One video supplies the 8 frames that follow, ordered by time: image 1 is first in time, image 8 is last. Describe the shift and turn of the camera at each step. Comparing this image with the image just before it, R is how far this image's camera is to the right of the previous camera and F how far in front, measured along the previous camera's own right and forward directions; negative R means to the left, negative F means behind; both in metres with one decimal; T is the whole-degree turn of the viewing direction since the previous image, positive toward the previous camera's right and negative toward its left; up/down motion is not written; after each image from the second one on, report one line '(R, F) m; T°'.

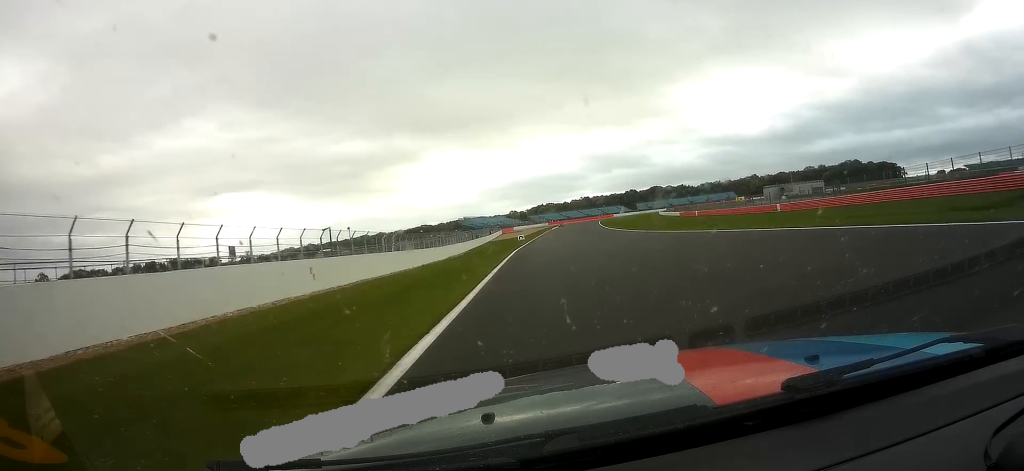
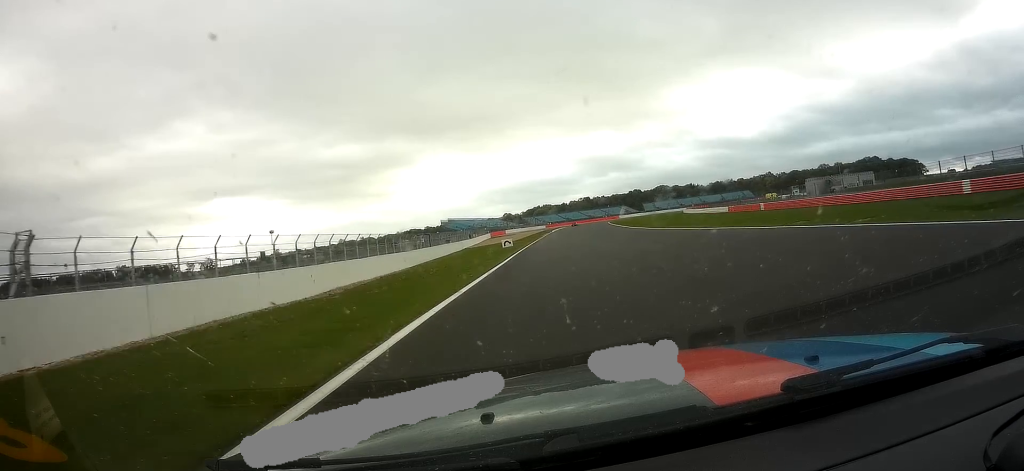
(+0.1, +39.9) m; +1°
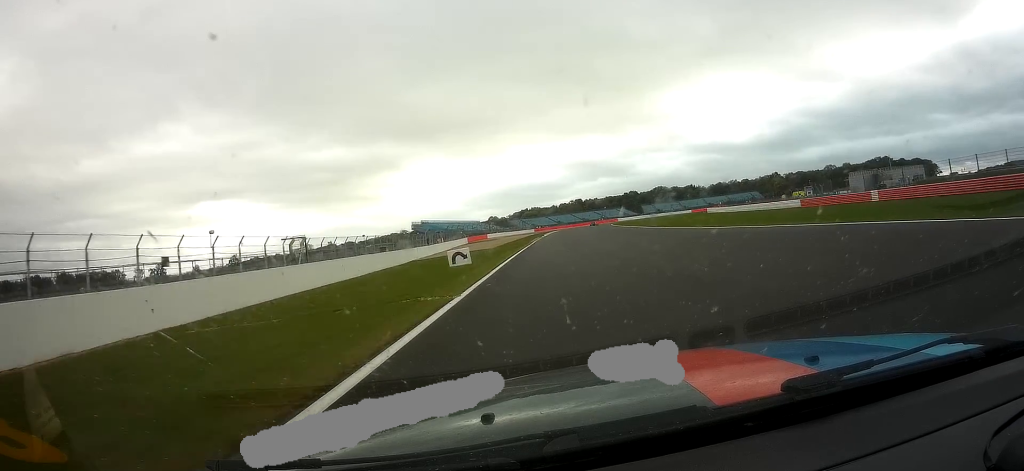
(+0.5, +34.4) m; +1°
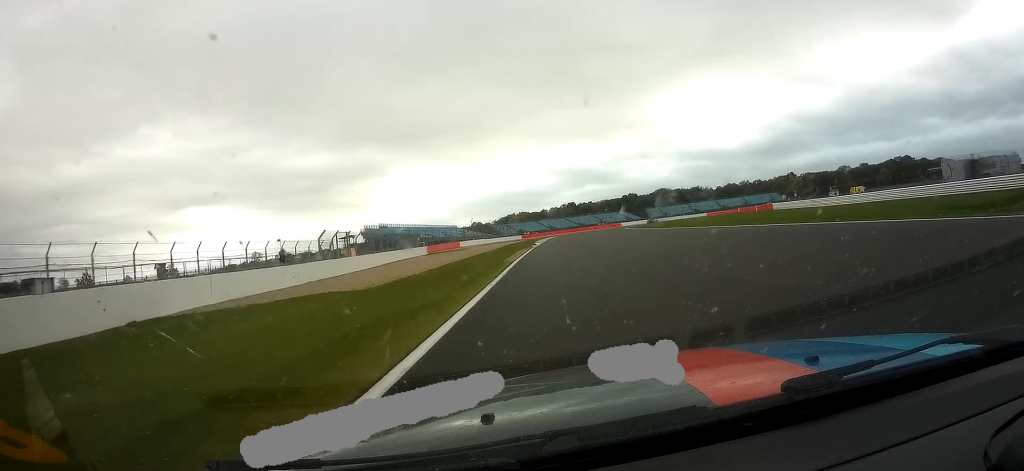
(+0.4, +44.6) m; +2°
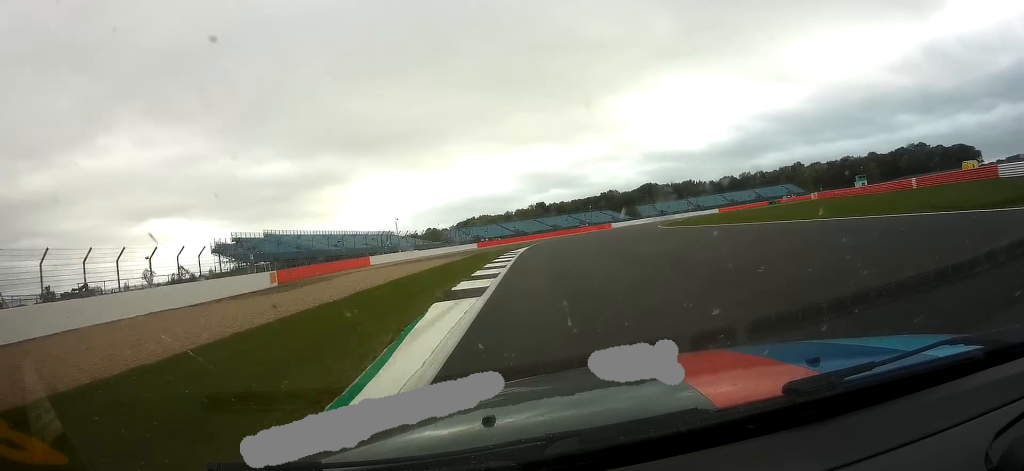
(+1.5, +57.2) m; +3°
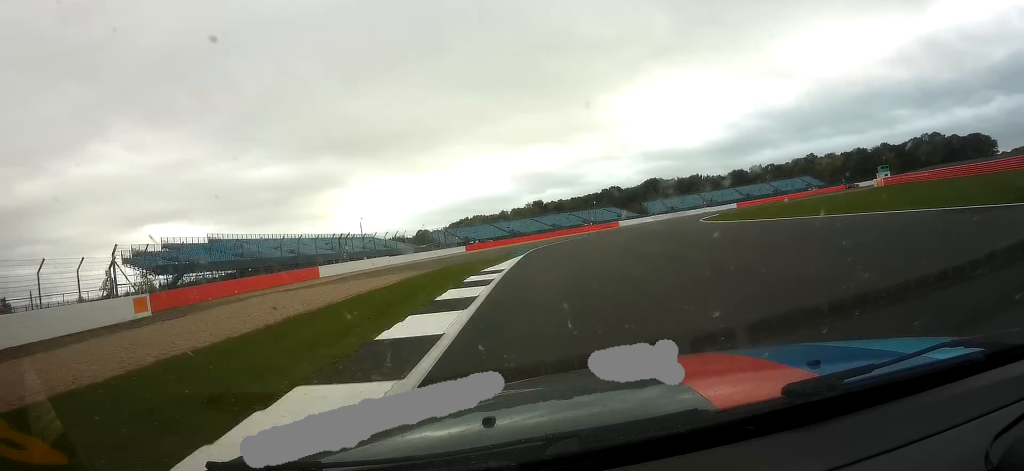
(+0.2, +20.4) m; +3°
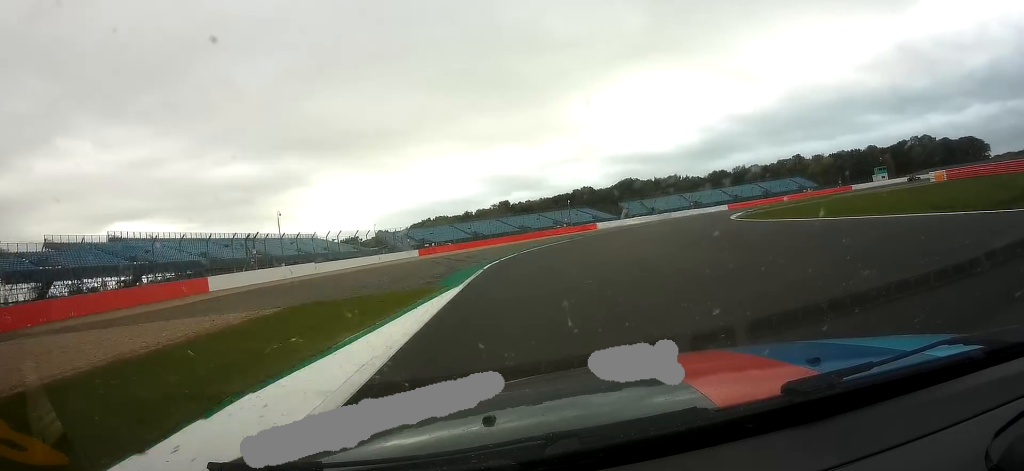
(+0.1, +20.5) m; +5°
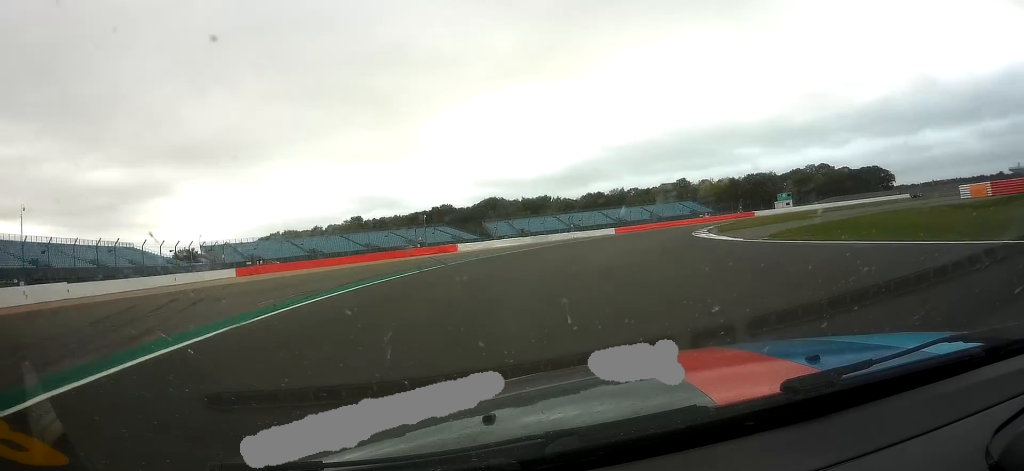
(+1.7, +25.7) m; +13°
